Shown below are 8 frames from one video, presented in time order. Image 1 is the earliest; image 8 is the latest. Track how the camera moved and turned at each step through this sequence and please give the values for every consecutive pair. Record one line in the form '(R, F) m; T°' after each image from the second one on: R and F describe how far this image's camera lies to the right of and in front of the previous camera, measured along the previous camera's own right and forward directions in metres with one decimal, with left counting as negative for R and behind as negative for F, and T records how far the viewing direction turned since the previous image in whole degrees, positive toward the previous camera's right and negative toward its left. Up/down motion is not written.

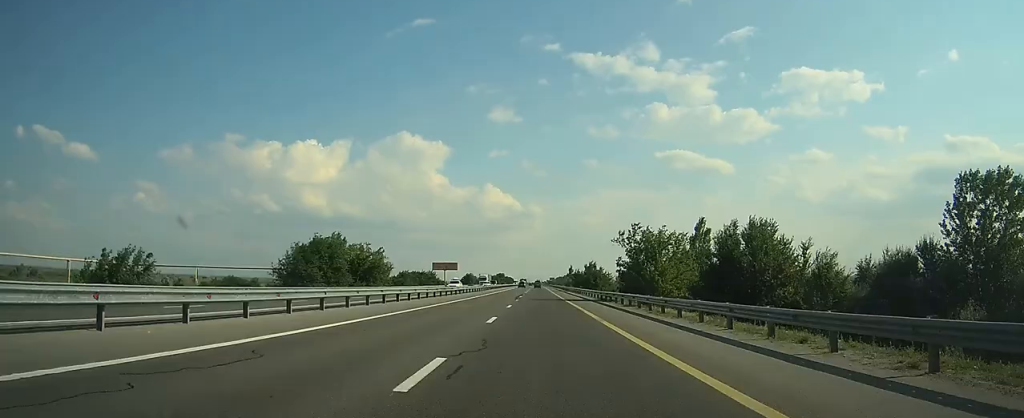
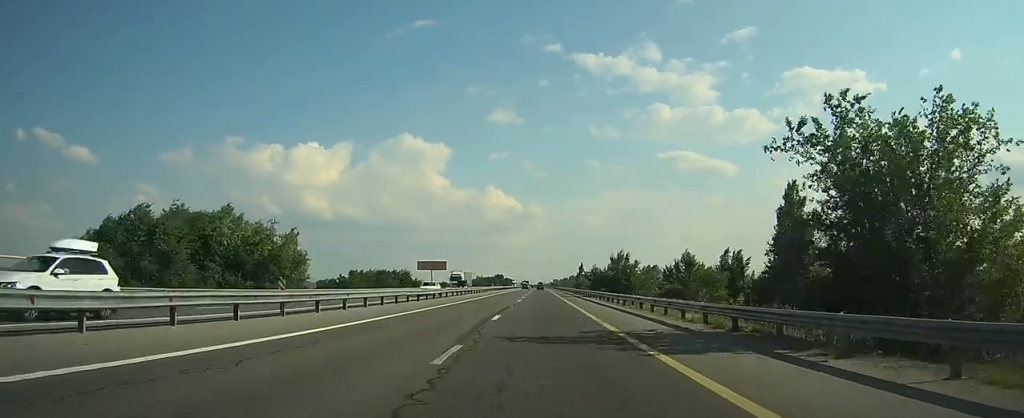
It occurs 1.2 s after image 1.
(+0.1, +34.3) m; 0°
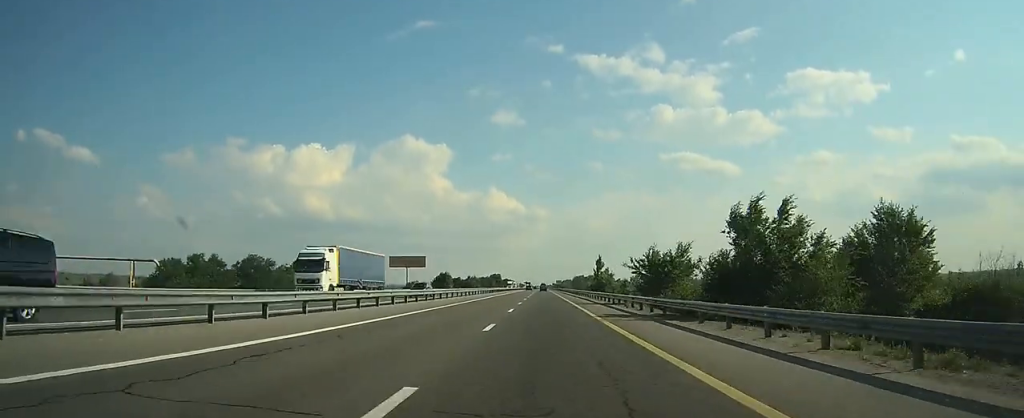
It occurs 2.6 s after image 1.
(-0.1, +41.7) m; 0°
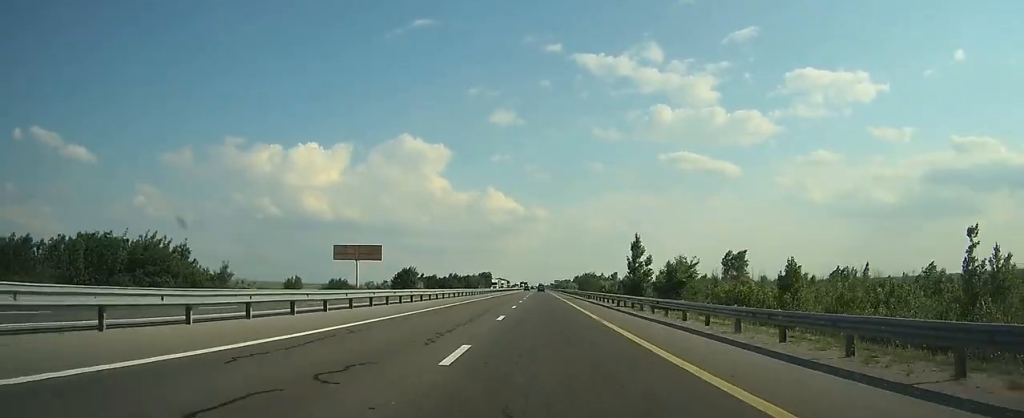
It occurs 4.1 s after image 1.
(0.0, +43.3) m; 0°
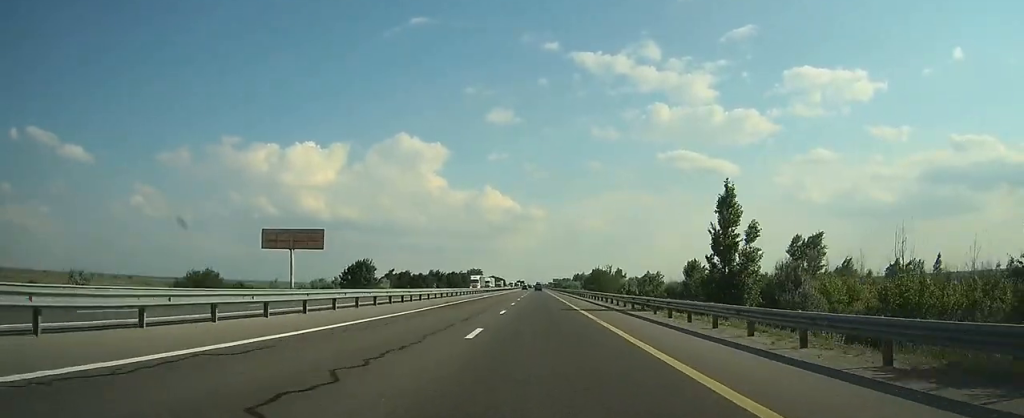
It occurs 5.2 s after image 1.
(+0.1, +31.7) m; 0°
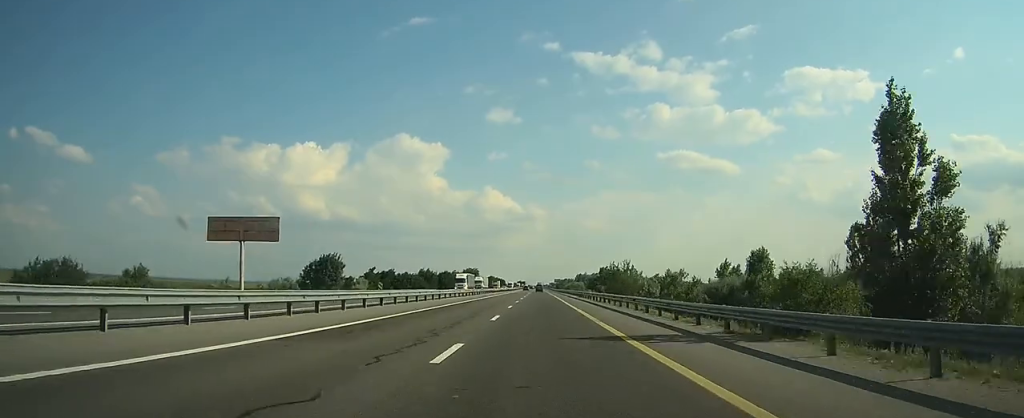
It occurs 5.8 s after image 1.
(0.0, +16.3) m; 0°
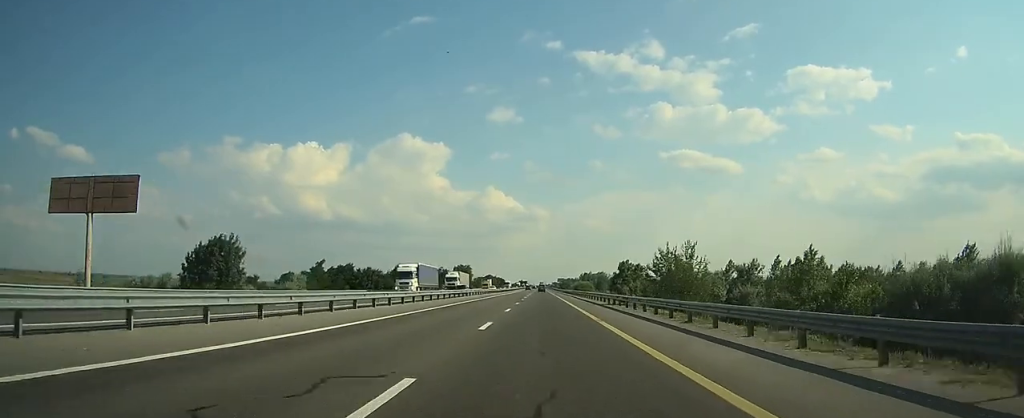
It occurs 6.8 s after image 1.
(-0.1, +28.7) m; 0°
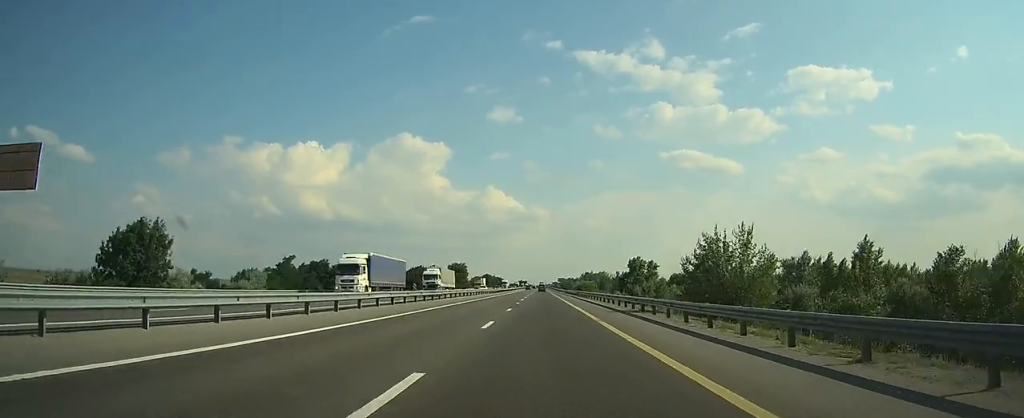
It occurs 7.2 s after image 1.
(0.0, +11.5) m; 0°
